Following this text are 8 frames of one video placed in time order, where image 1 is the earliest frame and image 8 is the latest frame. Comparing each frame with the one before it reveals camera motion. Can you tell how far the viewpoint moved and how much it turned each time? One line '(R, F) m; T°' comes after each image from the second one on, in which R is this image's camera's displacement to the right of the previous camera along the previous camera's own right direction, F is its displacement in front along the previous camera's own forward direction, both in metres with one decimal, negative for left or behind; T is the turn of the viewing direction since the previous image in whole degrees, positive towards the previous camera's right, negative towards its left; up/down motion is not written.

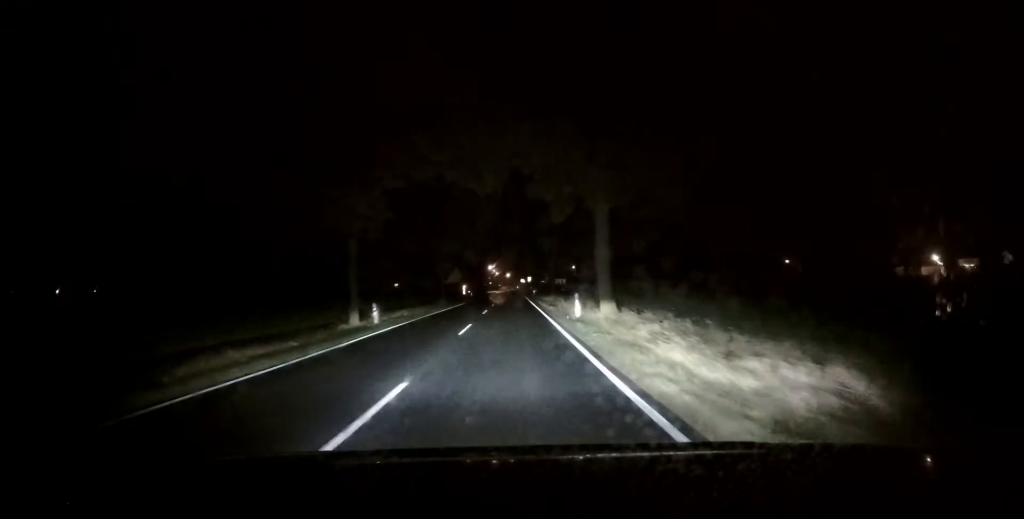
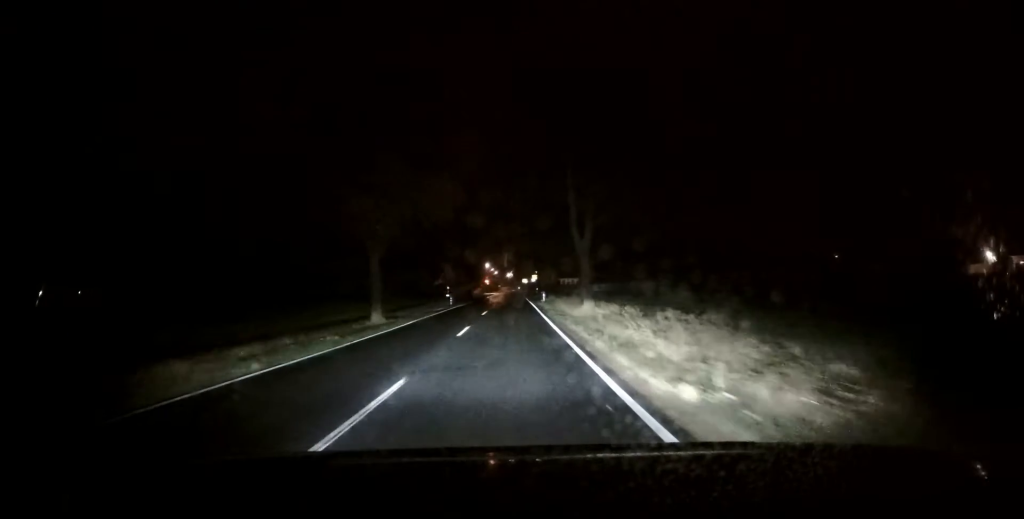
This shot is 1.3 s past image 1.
(+0.2, +22.6) m; +1°
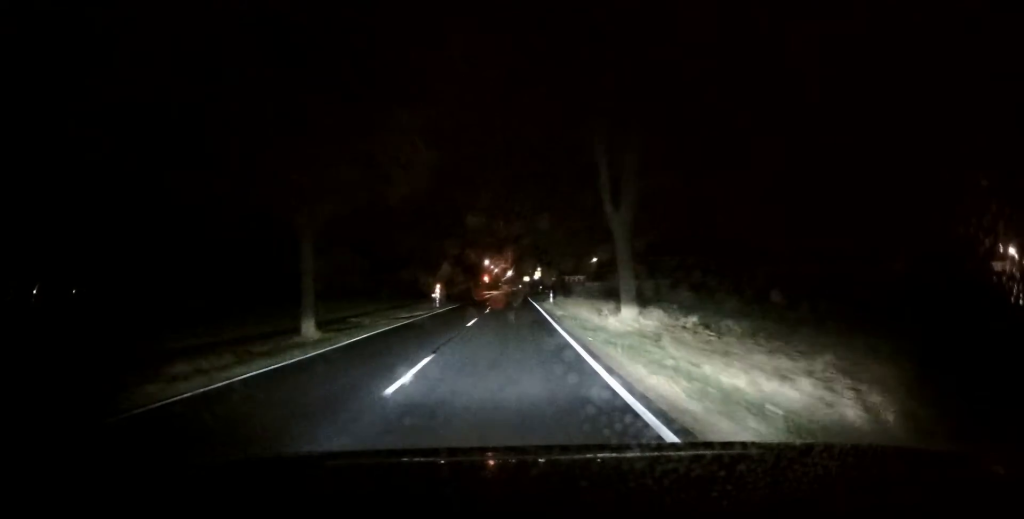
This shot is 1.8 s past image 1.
(0.0, +8.5) m; 0°
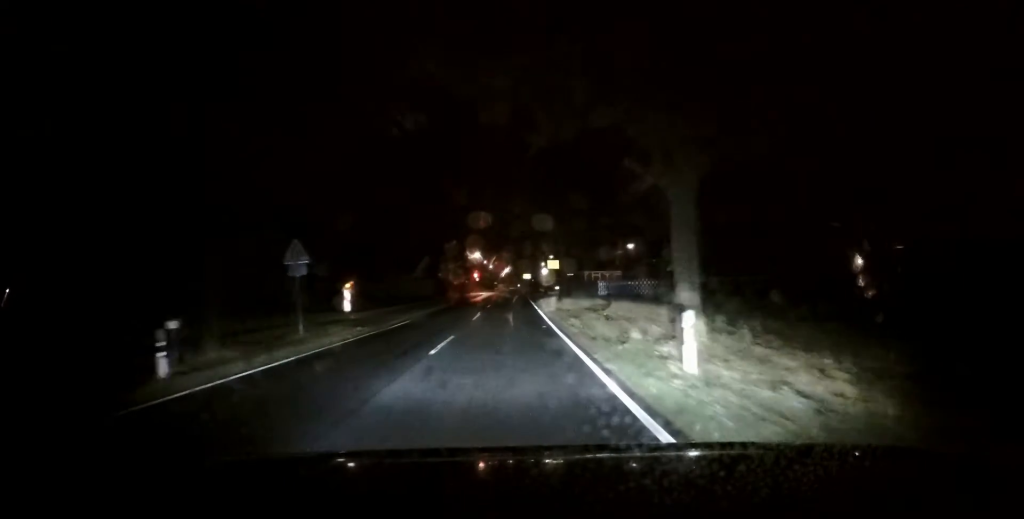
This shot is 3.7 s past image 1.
(-0.3, +29.3) m; -1°
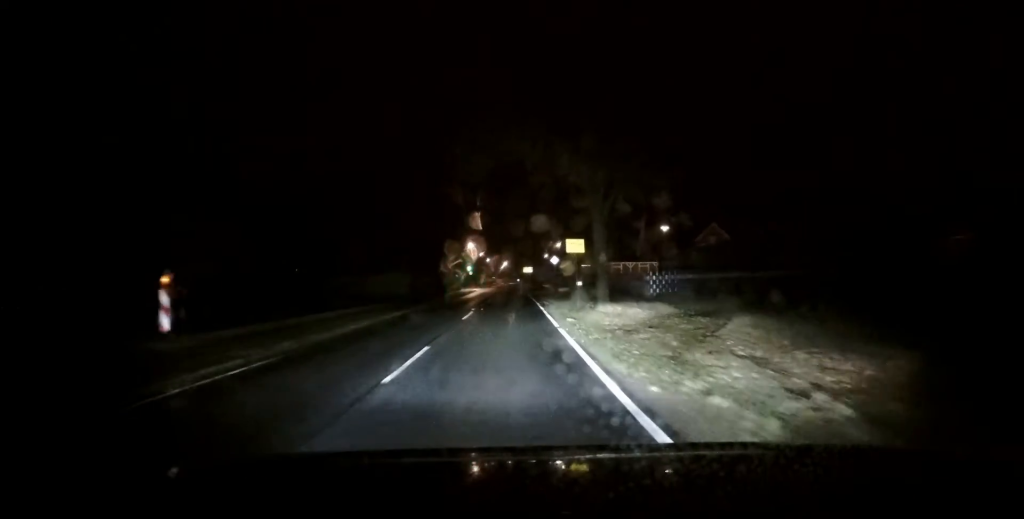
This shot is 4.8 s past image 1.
(0.0, +14.2) m; 0°
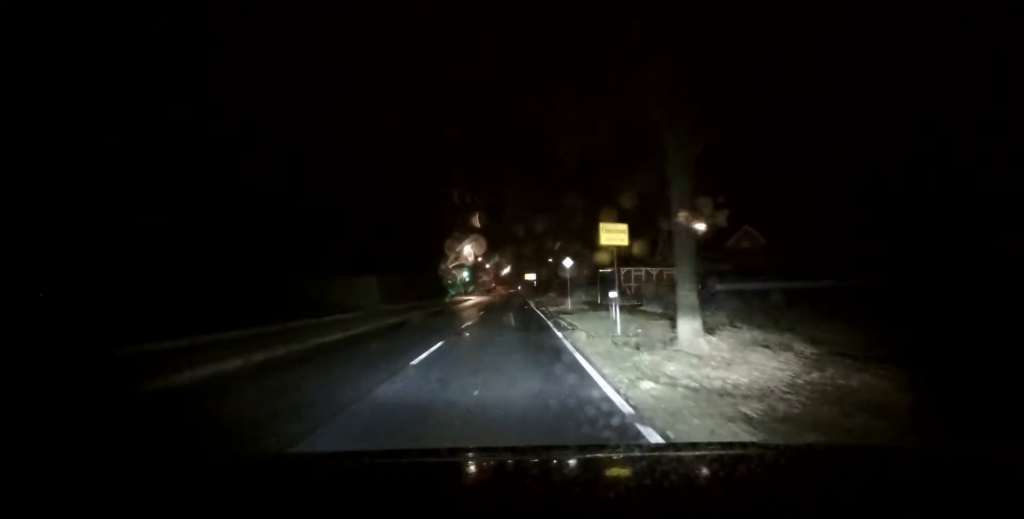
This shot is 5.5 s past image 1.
(-0.1, +9.0) m; +1°
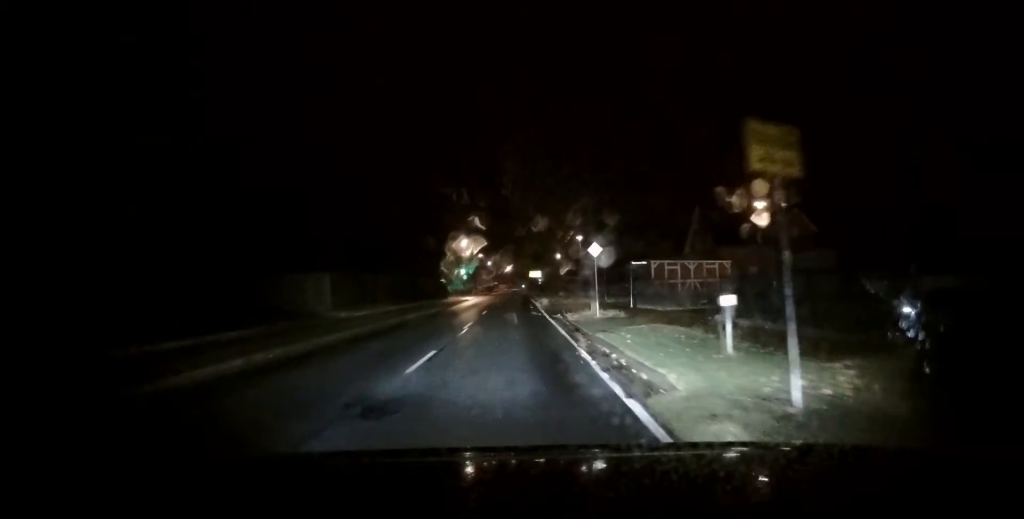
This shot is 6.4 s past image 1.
(+0.2, +9.6) m; +1°
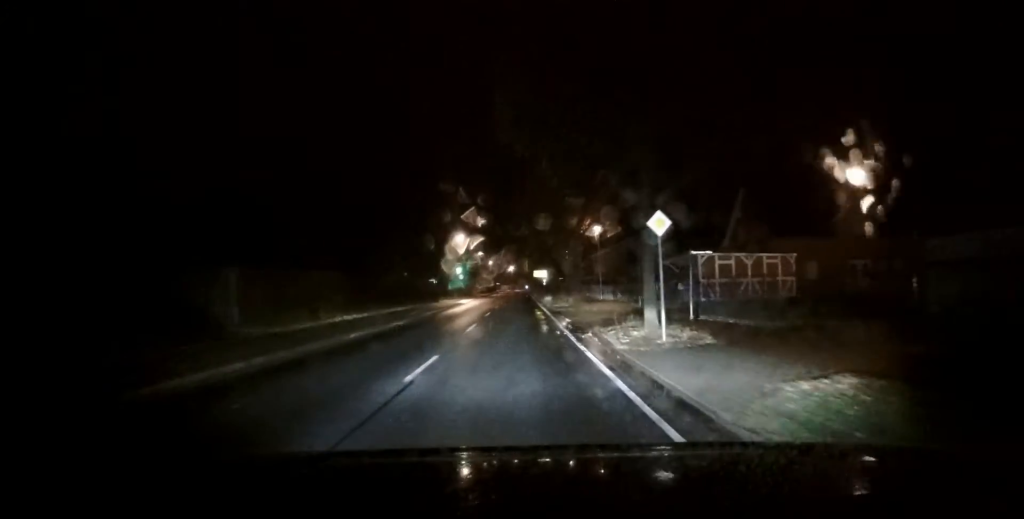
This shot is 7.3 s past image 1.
(0.0, +9.6) m; -1°
